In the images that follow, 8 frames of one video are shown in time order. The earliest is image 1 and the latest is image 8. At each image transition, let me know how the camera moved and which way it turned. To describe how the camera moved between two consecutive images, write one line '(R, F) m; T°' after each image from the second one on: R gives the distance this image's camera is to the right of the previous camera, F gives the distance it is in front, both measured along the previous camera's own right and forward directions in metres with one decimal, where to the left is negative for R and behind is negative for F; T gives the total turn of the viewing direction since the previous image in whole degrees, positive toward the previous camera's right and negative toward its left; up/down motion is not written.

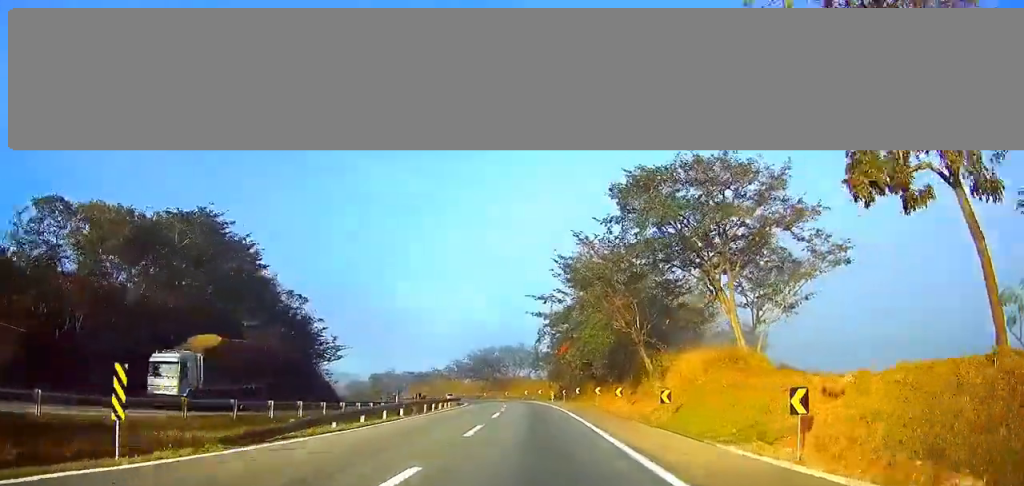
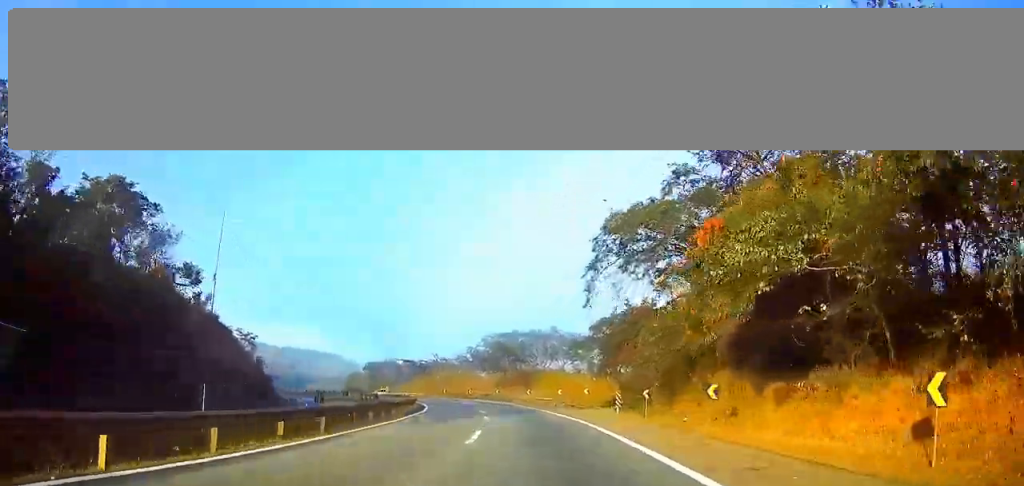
(+4.9, +48.0) m; +8°
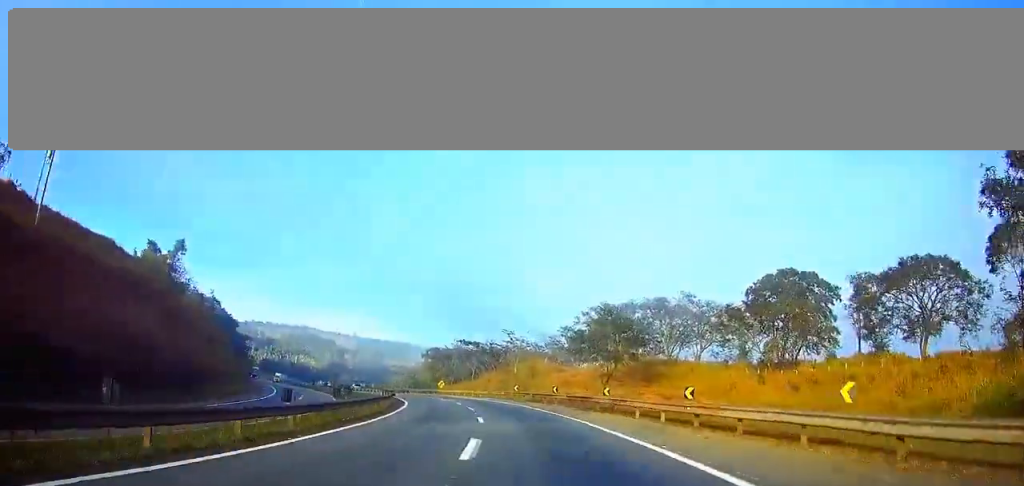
(-9.1, +50.8) m; -15°
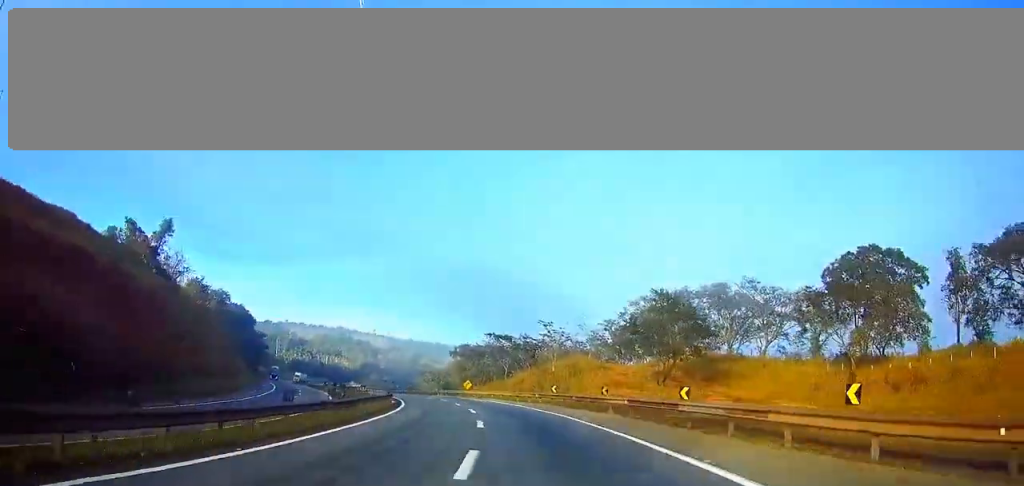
(-0.6, +14.9) m; -4°
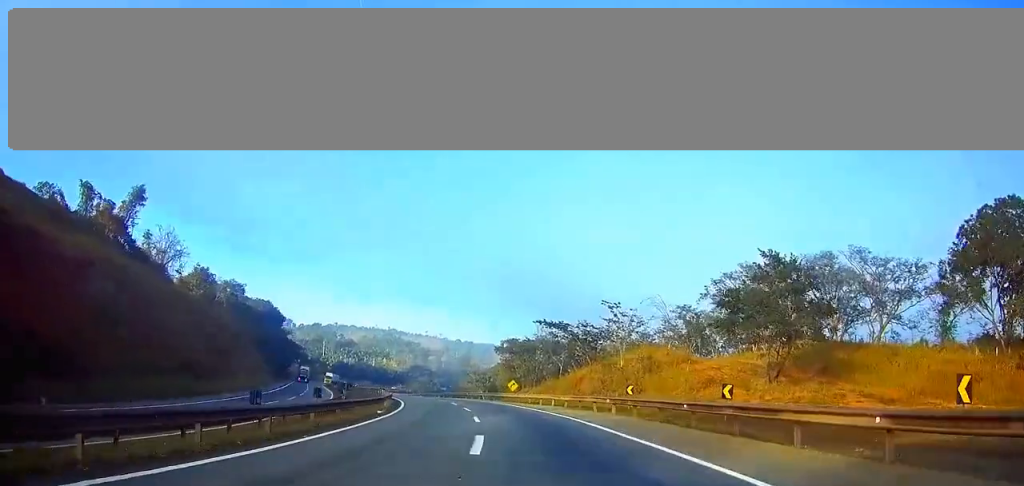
(-0.8, +20.1) m; -5°
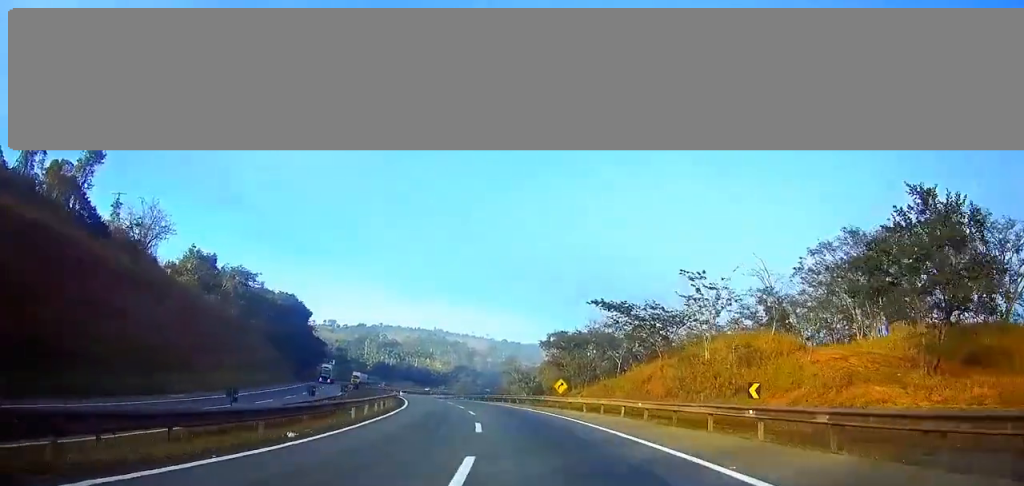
(-0.5, +17.5) m; -4°
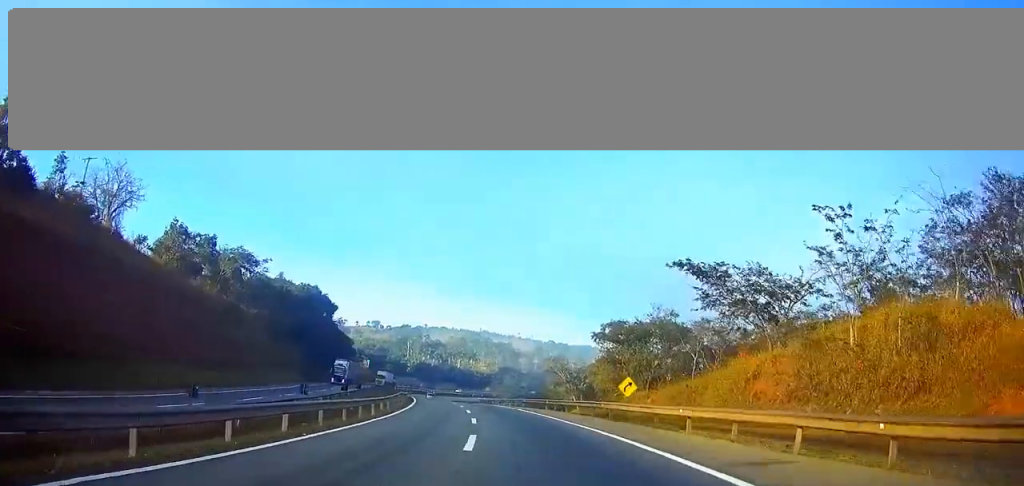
(-0.8, +18.4) m; -4°
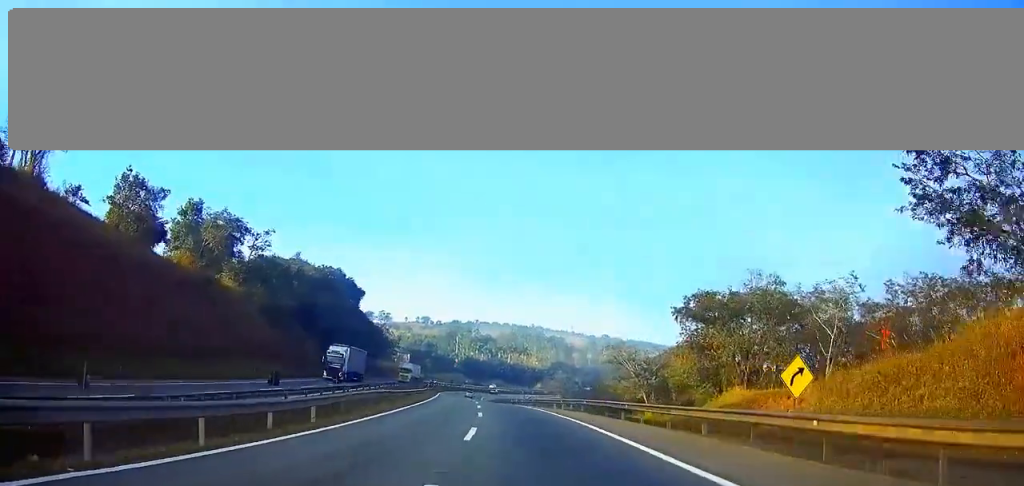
(-1.0, +21.9) m; -4°
